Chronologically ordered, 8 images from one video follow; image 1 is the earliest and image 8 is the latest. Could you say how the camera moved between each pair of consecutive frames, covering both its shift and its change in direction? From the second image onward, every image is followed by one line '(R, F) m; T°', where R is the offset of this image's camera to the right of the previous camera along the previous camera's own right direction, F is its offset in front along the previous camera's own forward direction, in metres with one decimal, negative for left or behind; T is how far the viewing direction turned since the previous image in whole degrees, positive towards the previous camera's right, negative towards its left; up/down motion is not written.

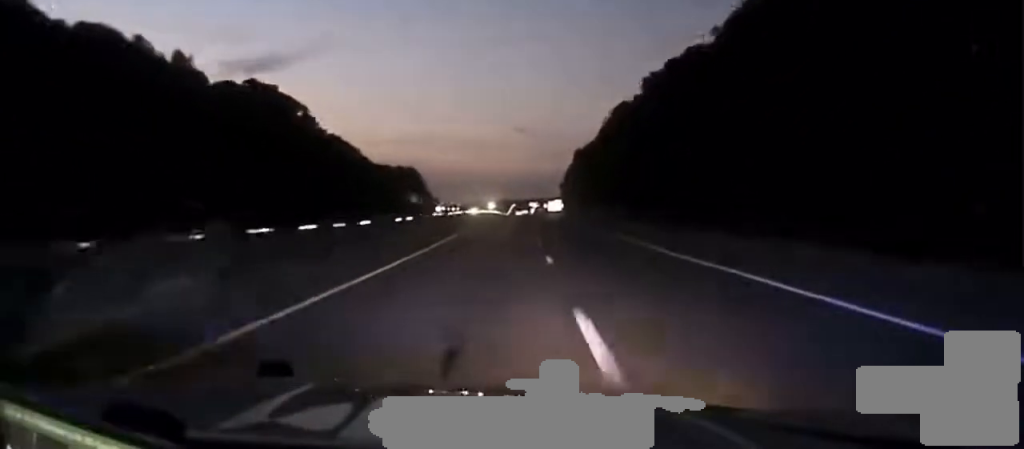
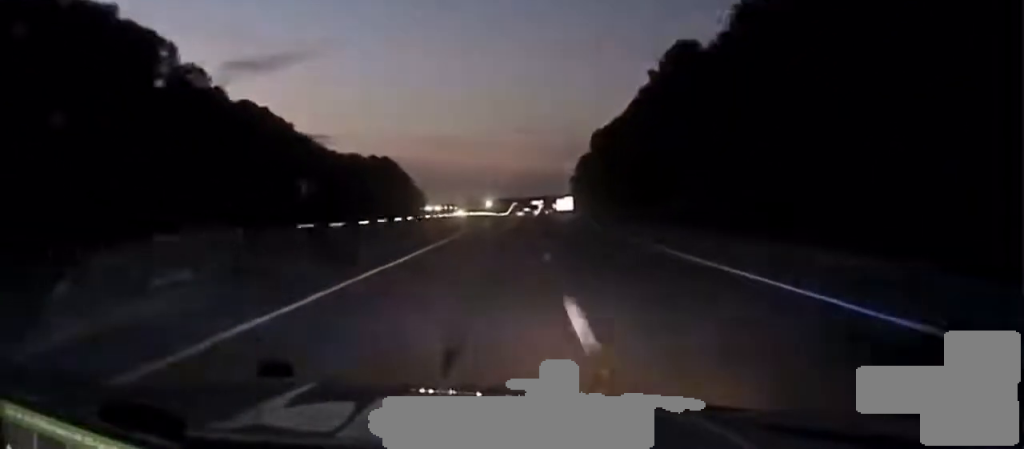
(+0.4, +75.8) m; 0°
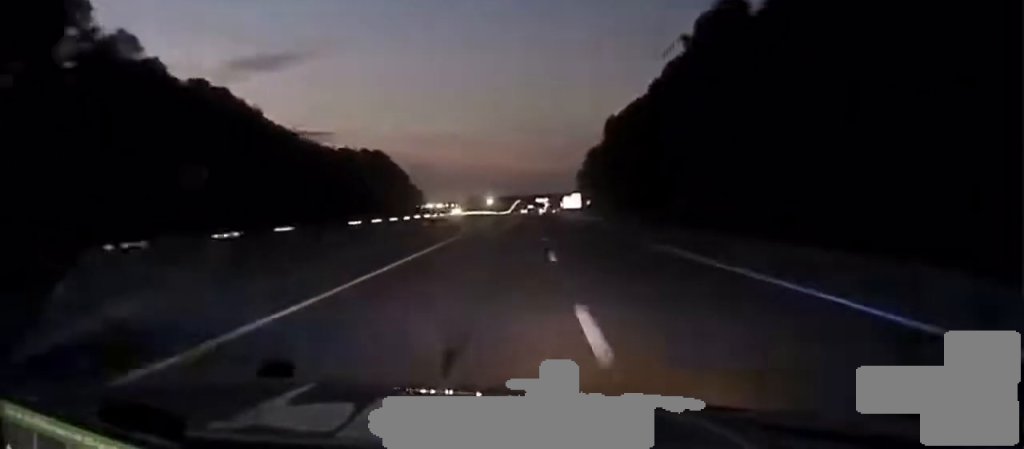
(-0.1, +27.9) m; 0°
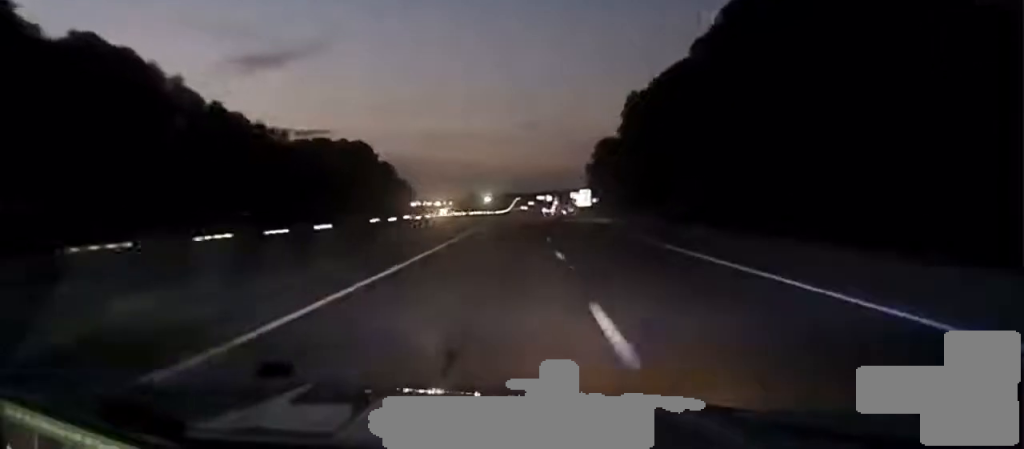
(-0.1, +41.2) m; 0°
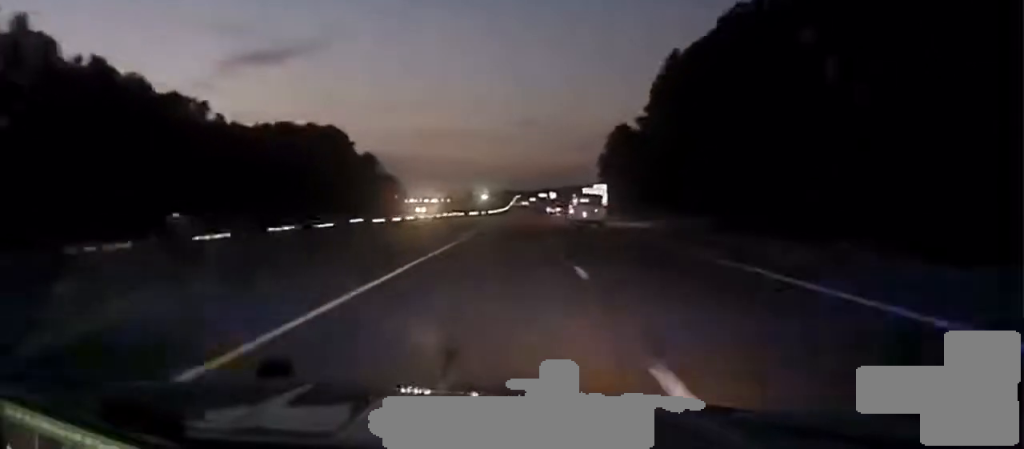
(0.0, +38.5) m; 0°
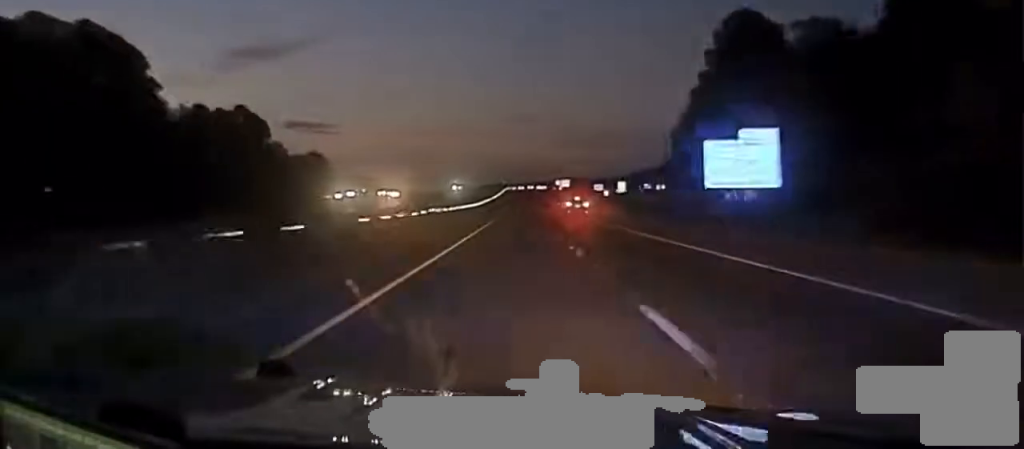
(-0.8, +124.3) m; 0°
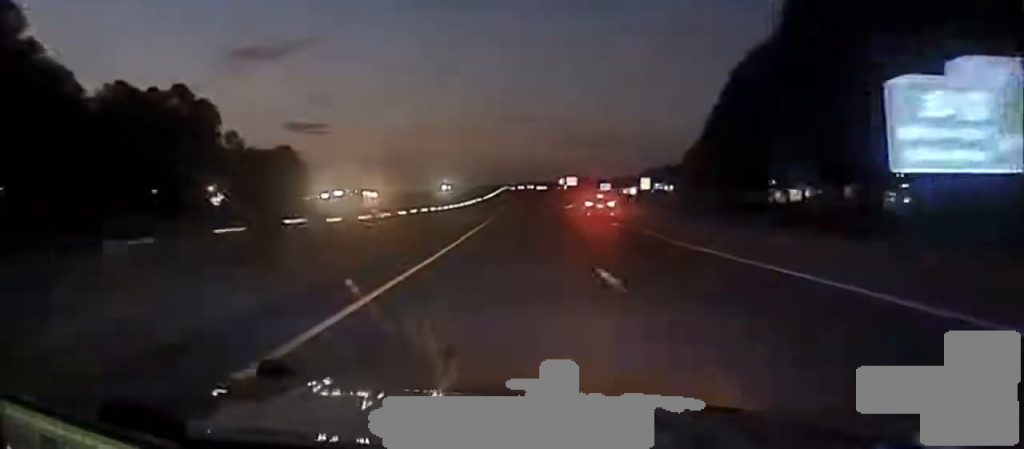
(+0.2, +30.8) m; 0°
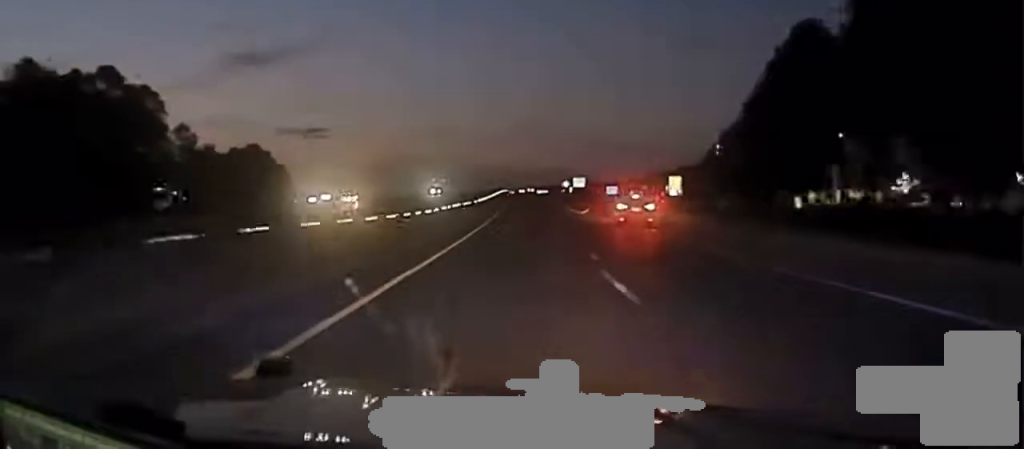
(+0.2, +25.1) m; 0°
